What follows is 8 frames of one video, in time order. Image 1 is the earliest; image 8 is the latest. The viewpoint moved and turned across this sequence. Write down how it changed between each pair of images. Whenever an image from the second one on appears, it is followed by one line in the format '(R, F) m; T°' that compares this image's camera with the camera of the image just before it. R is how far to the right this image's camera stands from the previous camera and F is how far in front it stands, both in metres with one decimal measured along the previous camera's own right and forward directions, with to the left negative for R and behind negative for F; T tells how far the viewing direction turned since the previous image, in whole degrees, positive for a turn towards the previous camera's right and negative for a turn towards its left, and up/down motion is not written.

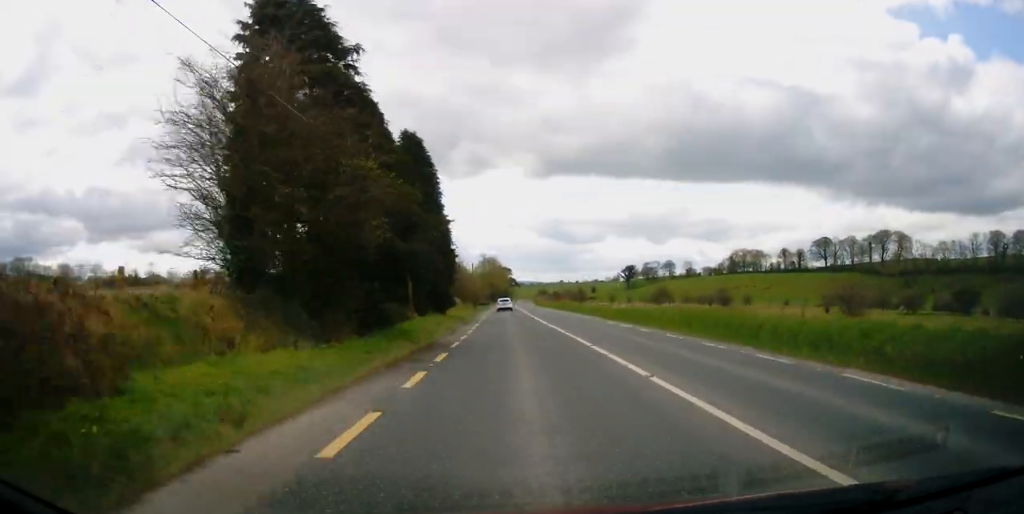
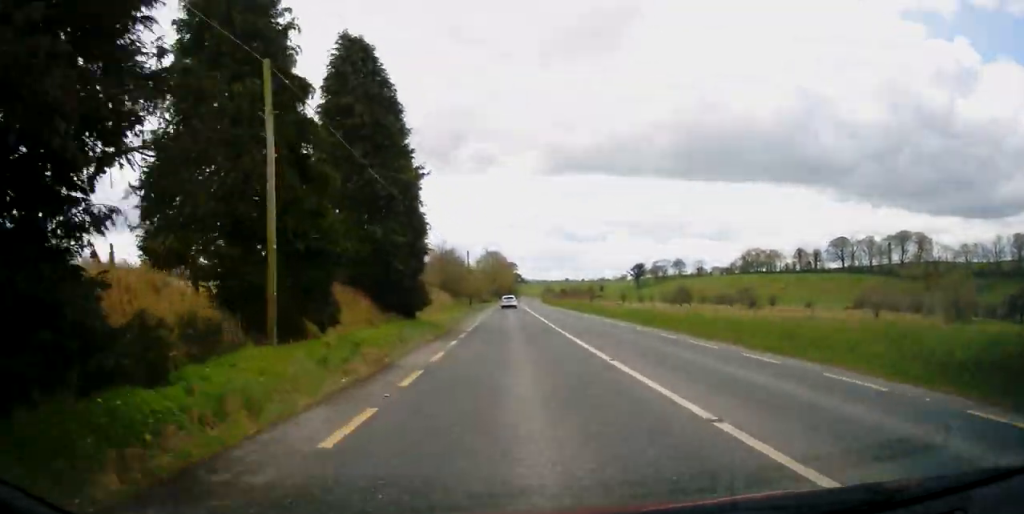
(+0.2, +15.7) m; -1°
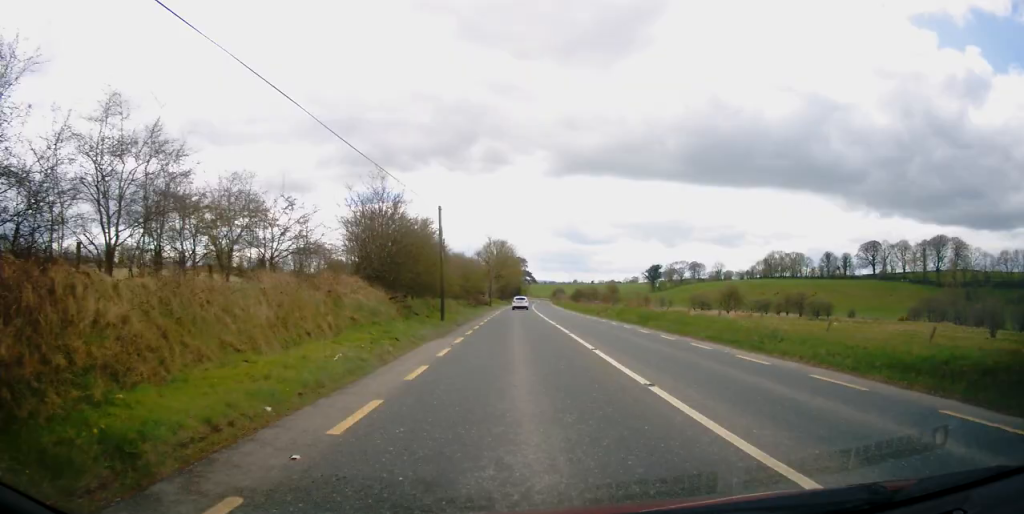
(-0.8, +27.9) m; -1°
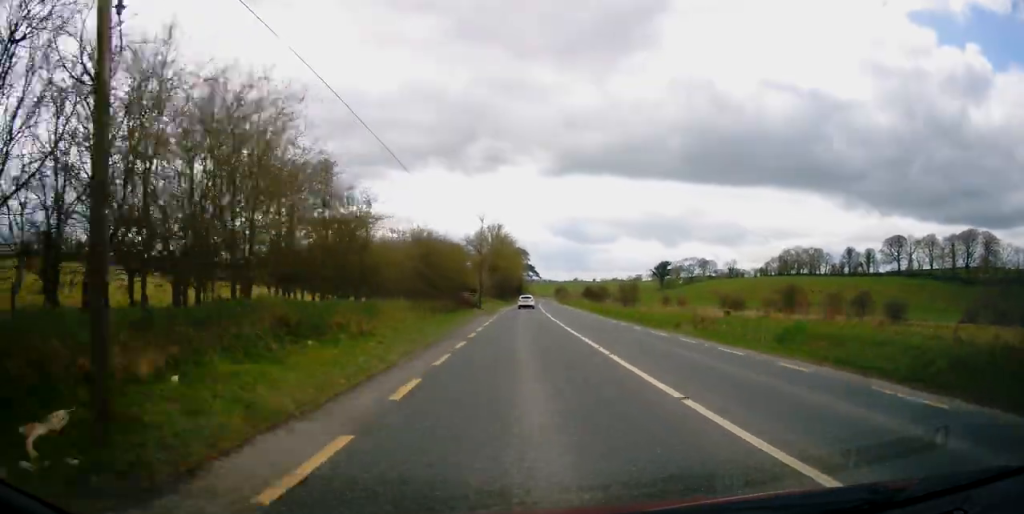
(+0.4, +26.5) m; +1°
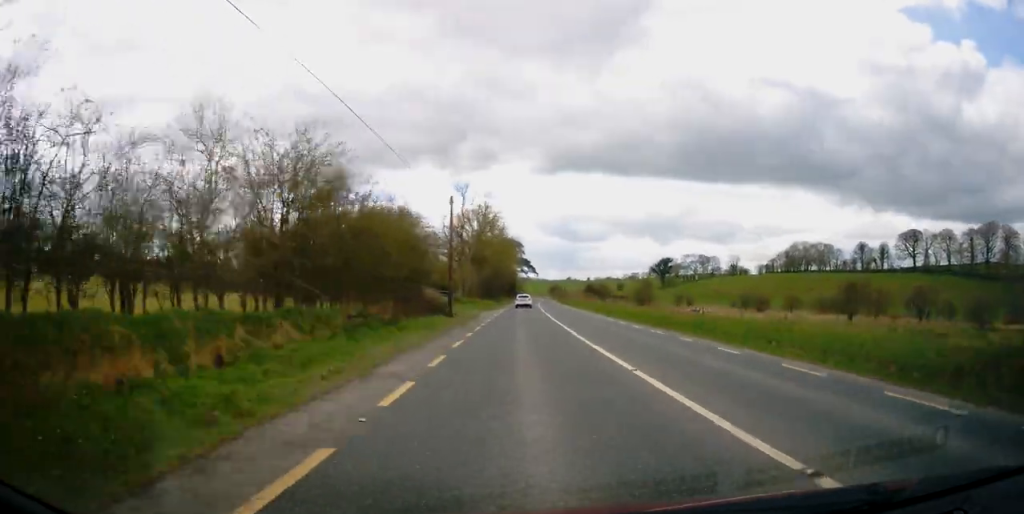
(+0.1, +20.6) m; 0°
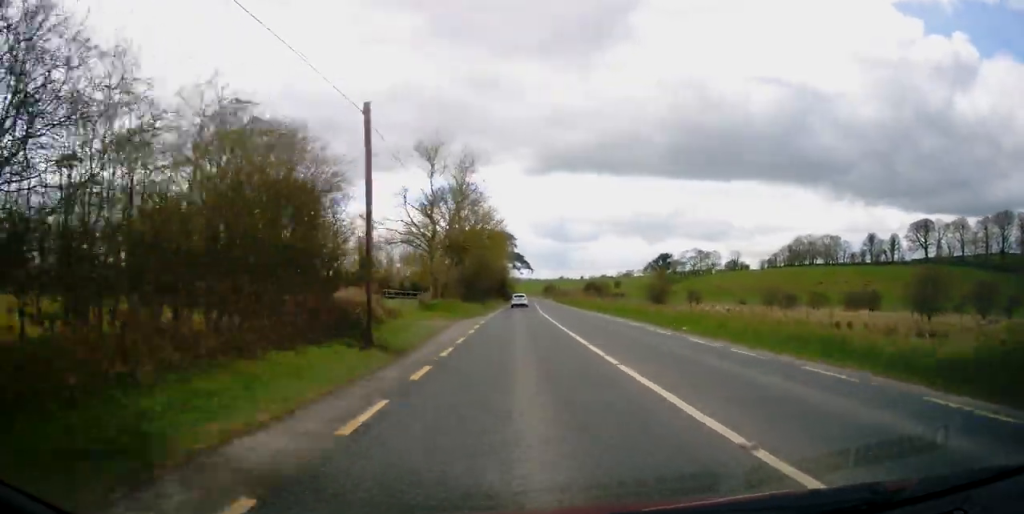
(-0.1, +17.5) m; 0°
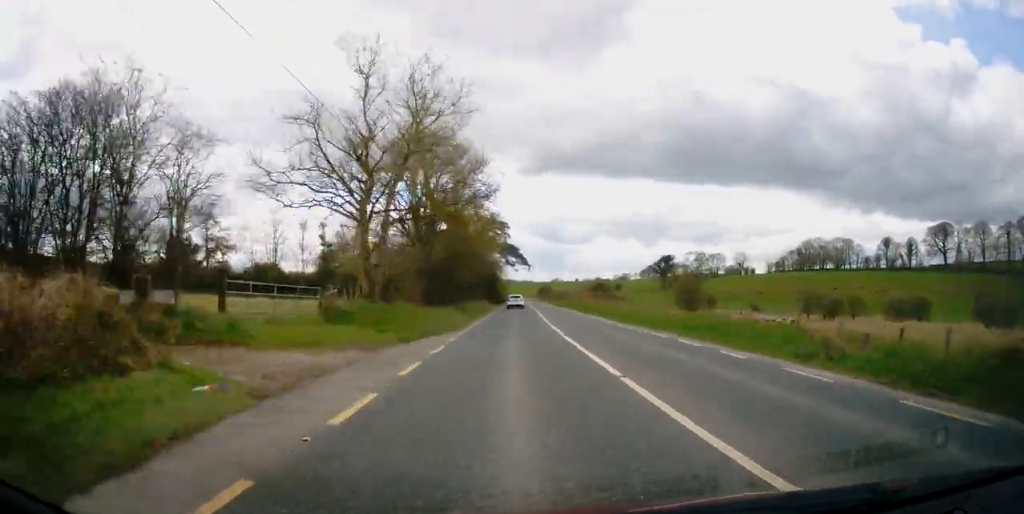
(0.0, +19.9) m; +1°
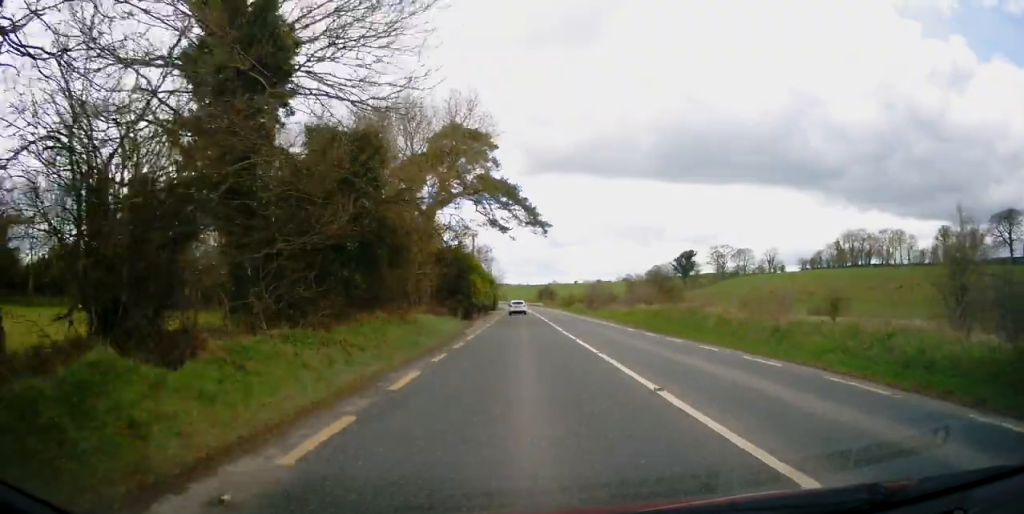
(+1.0, +50.0) m; +1°
